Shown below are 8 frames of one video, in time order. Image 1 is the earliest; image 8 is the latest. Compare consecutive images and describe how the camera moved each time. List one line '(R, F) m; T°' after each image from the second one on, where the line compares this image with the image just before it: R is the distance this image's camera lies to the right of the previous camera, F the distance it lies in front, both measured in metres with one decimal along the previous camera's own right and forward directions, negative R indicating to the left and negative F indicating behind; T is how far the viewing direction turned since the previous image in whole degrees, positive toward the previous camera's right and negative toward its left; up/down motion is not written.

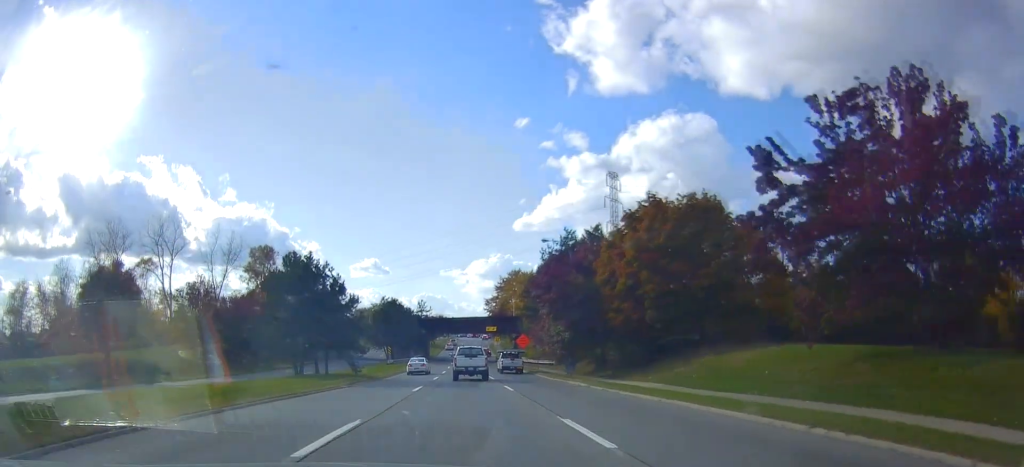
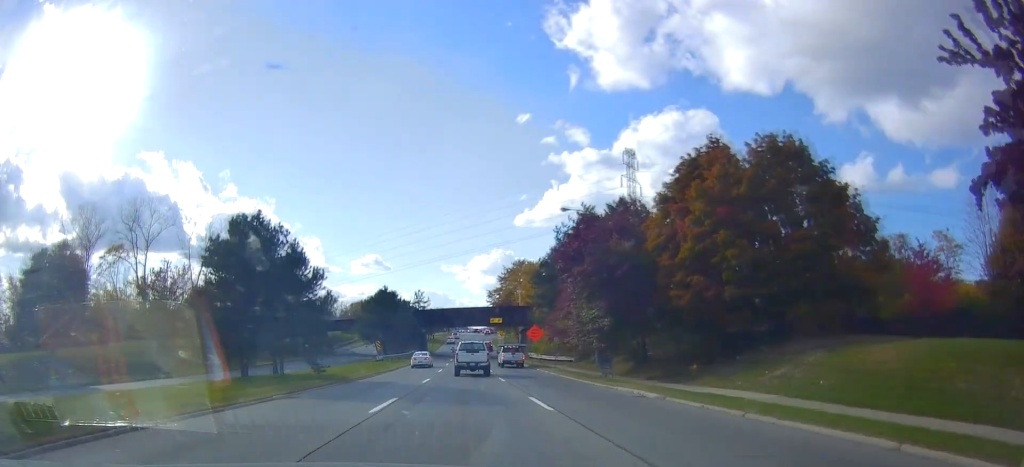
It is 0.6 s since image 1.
(+0.1, +10.7) m; 0°
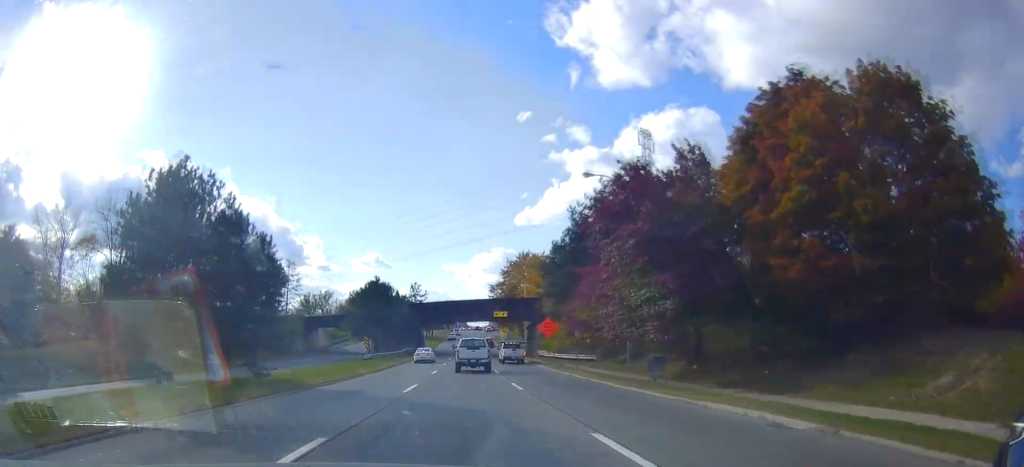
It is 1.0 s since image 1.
(0.0, +8.8) m; -1°
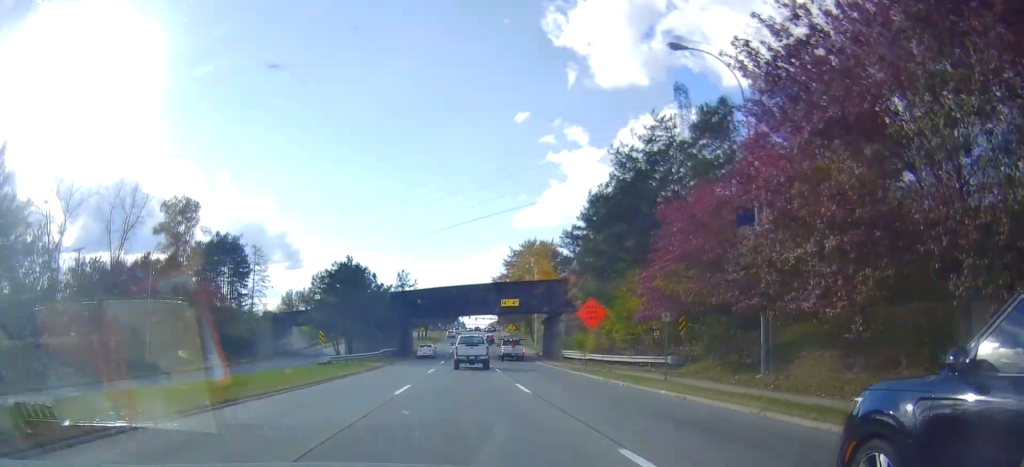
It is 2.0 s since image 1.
(-0.3, +17.5) m; -3°
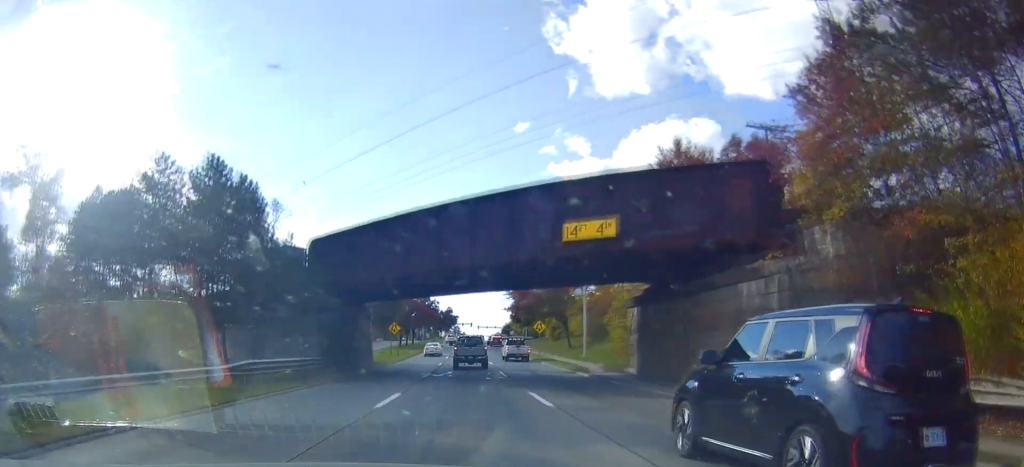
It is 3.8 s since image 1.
(-1.0, +34.5) m; 0°
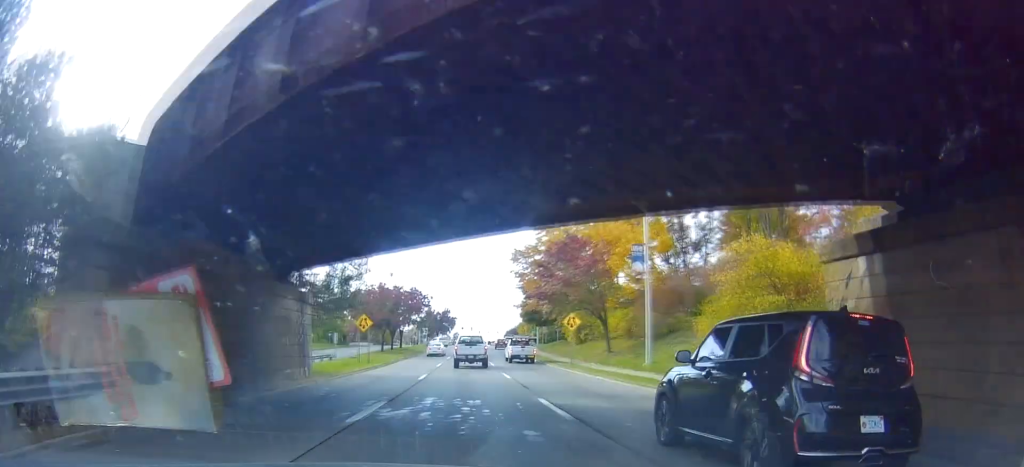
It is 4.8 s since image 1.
(+0.5, +18.2) m; +3°
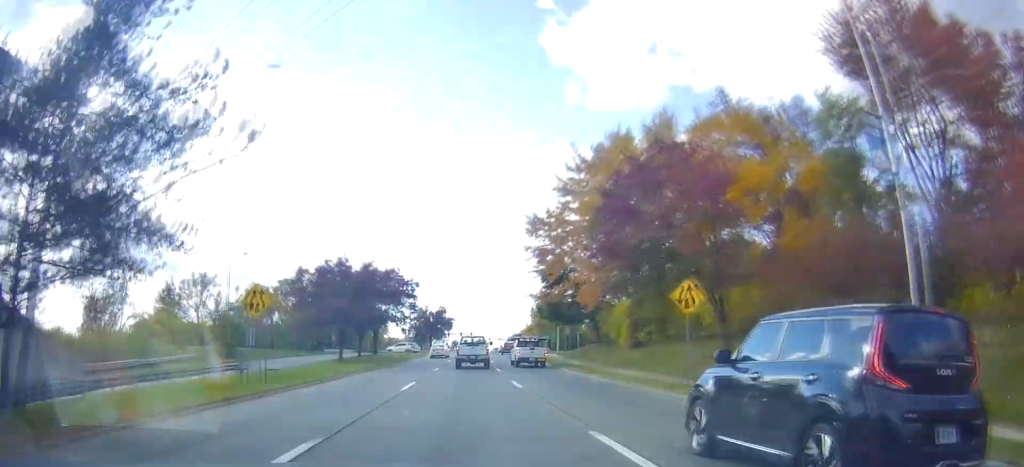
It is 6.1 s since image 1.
(+0.4, +22.3) m; 0°
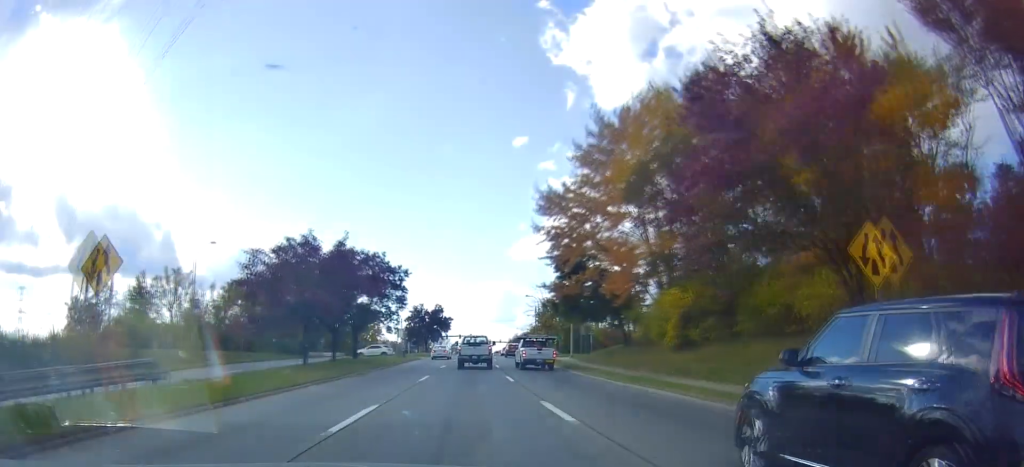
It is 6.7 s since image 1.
(-0.1, +10.1) m; -1°
